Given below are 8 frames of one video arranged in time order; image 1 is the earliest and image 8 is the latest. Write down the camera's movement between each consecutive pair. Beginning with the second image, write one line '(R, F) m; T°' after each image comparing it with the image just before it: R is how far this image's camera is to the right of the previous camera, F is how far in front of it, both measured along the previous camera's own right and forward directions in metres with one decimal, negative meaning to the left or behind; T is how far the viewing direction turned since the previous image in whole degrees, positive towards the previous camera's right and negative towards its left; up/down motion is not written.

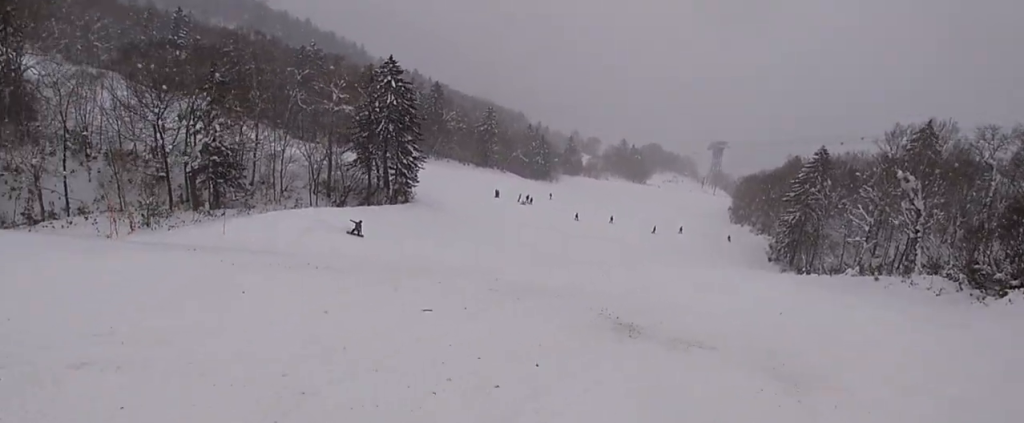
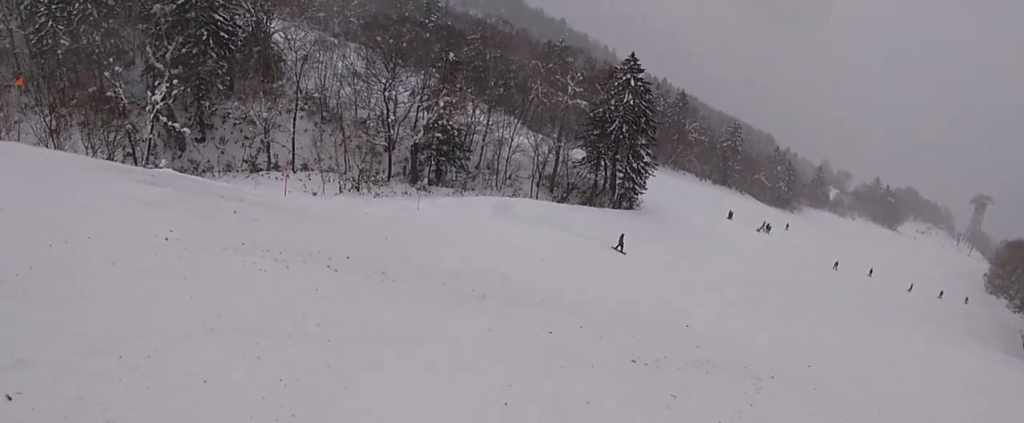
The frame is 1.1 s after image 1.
(-1.5, +4.7) m; -13°
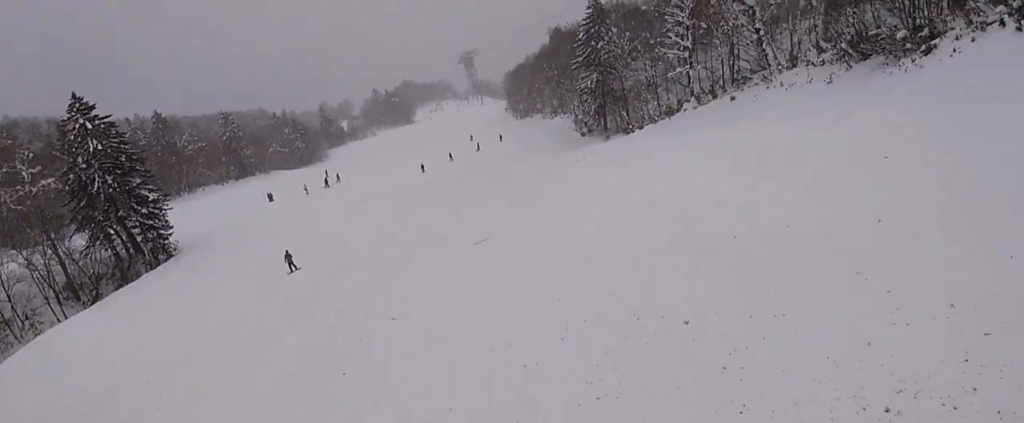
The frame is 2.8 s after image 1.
(+2.1, +7.9) m; +27°
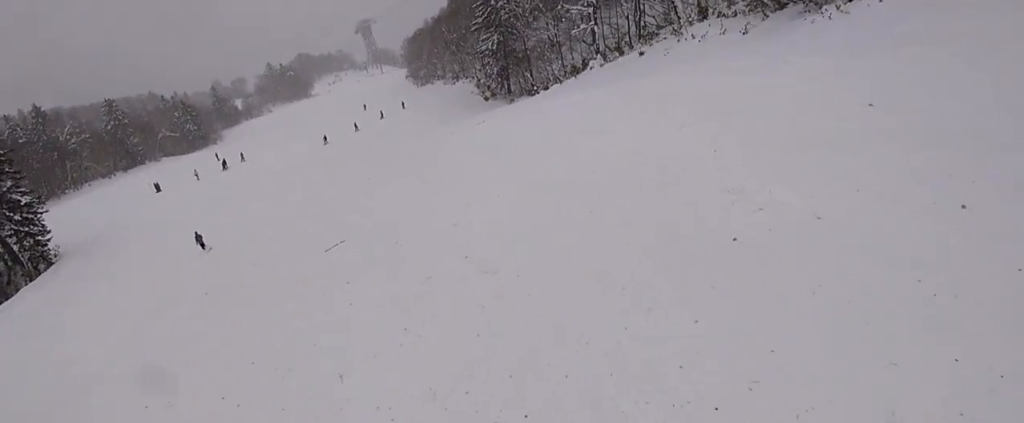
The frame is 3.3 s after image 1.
(0.0, +2.6) m; 0°
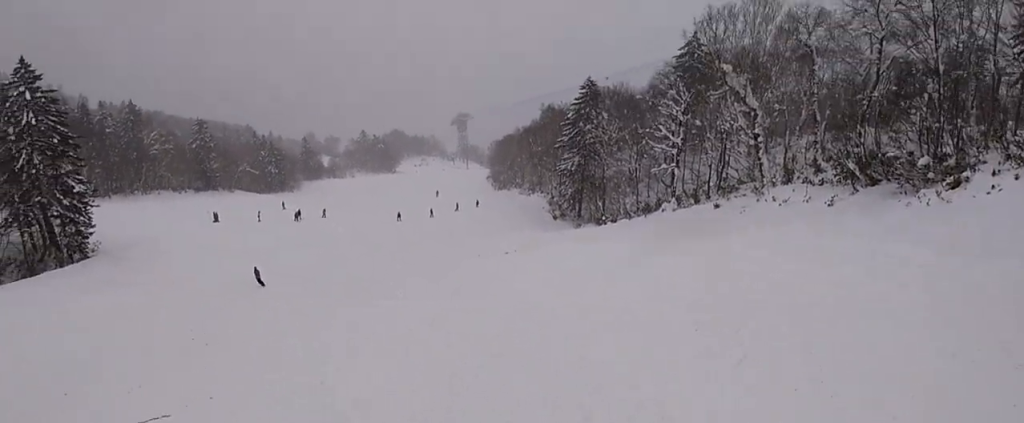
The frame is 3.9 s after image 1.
(0.0, +3.2) m; -2°
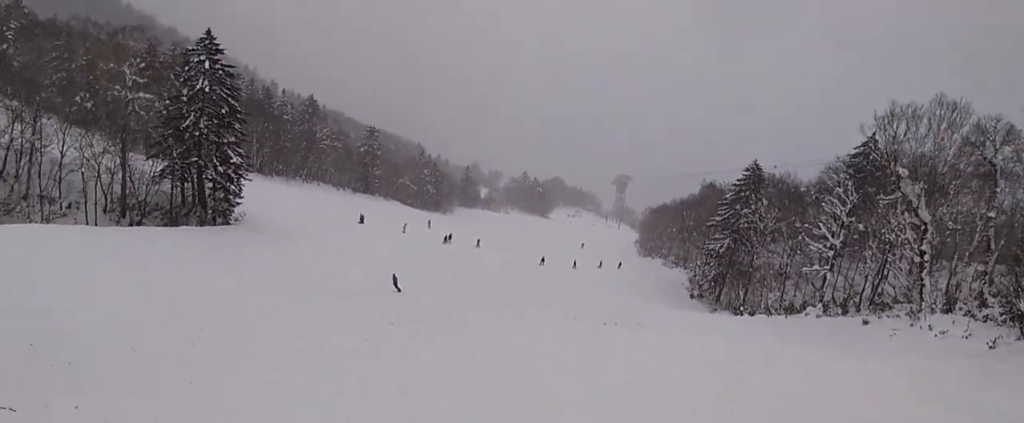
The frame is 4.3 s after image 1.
(+0.1, +2.2) m; -6°
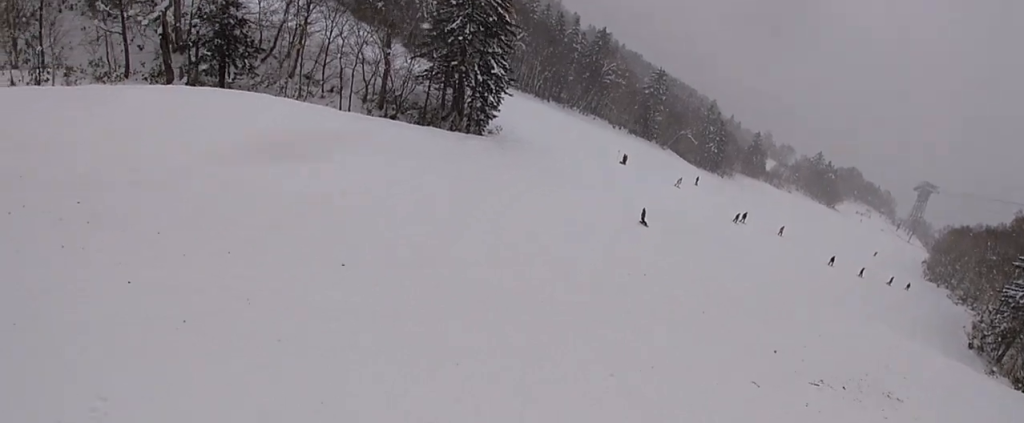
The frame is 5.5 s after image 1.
(-1.0, +5.4) m; -19°
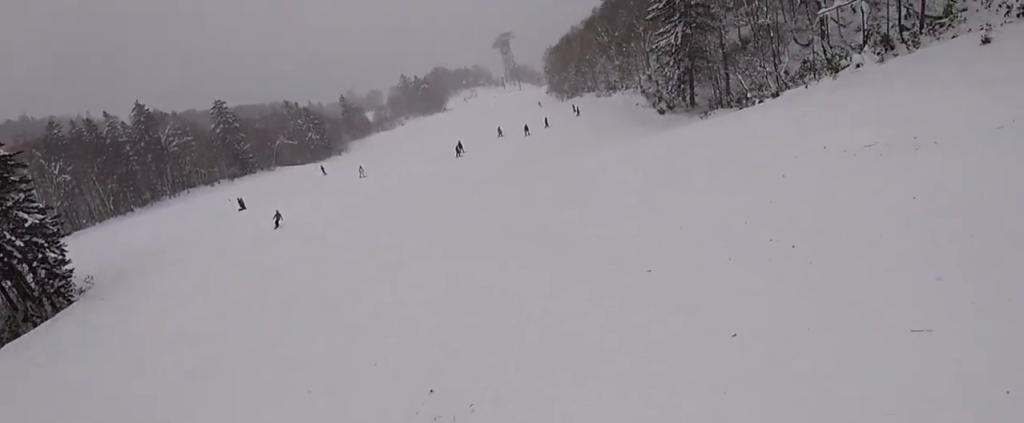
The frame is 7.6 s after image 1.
(+1.5, +10.2) m; +25°
